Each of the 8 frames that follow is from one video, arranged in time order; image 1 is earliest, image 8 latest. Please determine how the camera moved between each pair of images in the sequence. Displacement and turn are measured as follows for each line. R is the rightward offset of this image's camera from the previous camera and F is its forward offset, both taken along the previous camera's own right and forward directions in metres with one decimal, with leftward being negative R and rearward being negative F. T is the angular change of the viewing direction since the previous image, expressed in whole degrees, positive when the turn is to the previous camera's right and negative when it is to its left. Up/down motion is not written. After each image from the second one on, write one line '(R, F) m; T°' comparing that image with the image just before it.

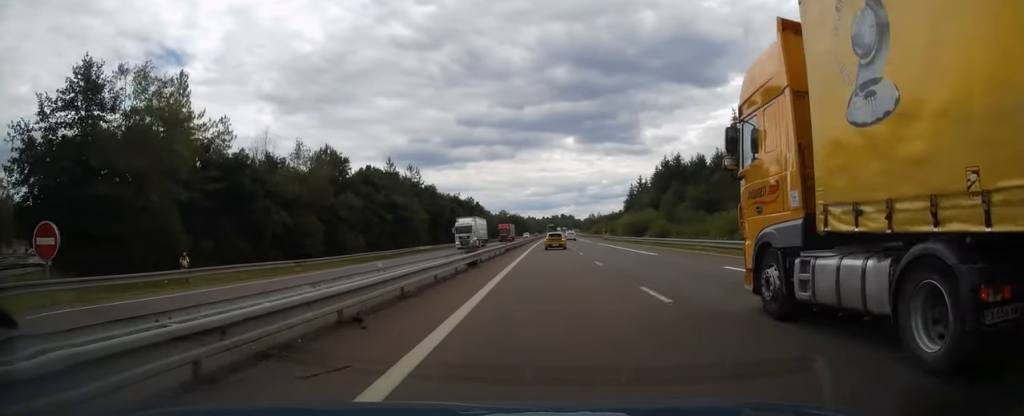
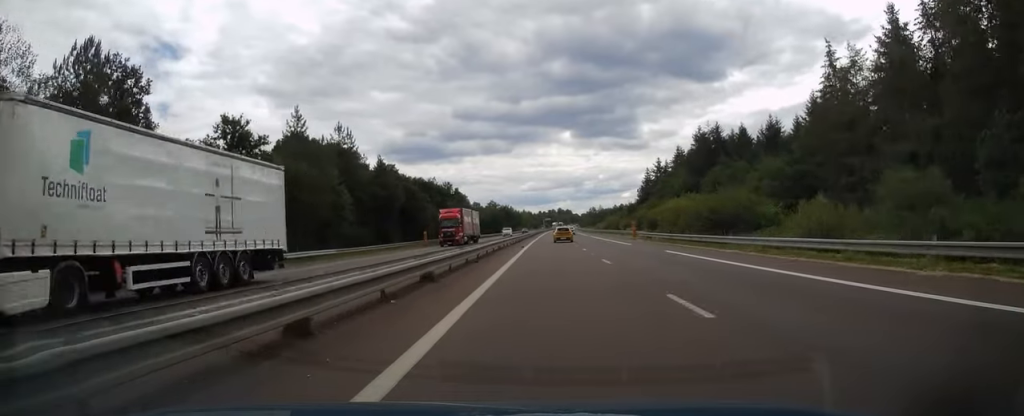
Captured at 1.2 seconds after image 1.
(+0.3, +40.7) m; +1°
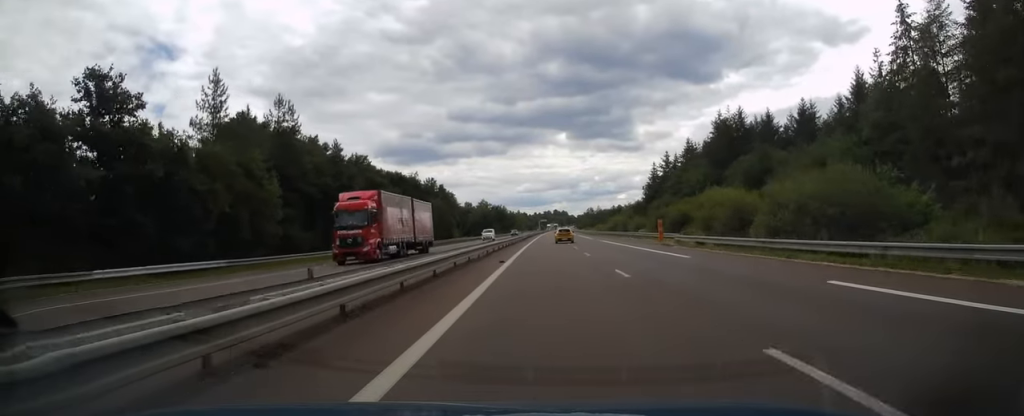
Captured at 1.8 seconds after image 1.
(0.0, +18.3) m; 0°
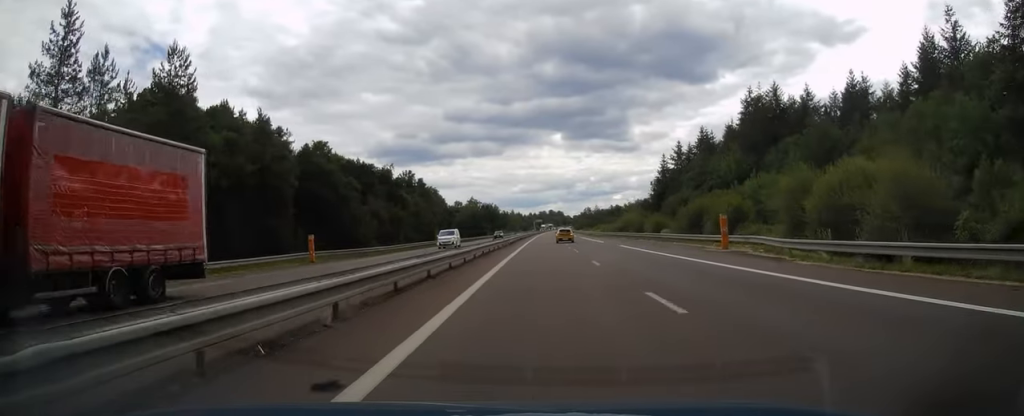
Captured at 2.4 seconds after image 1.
(0.0, +20.0) m; 0°
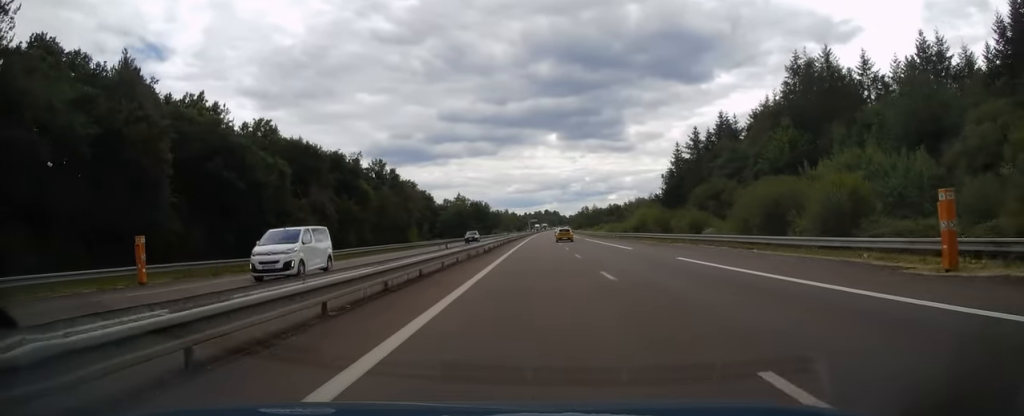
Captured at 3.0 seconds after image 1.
(+0.2, +19.9) m; 0°
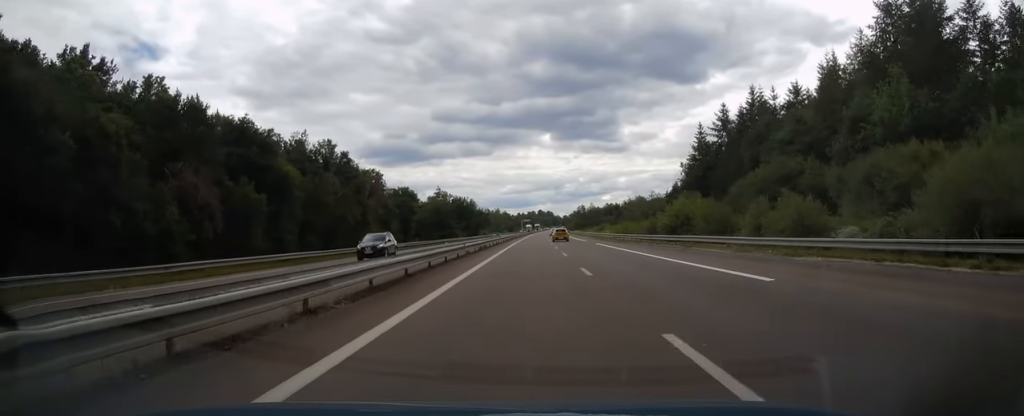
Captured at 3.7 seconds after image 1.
(+0.1, +23.8) m; +1°
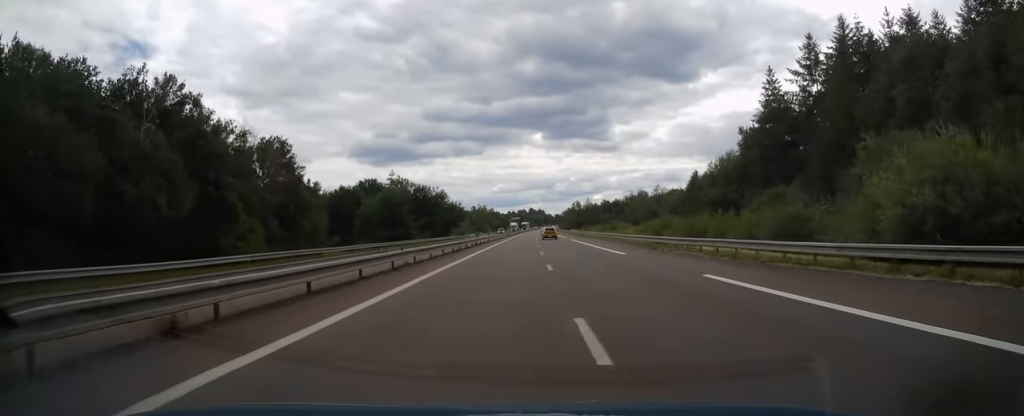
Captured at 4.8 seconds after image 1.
(+0.3, +37.5) m; +1°
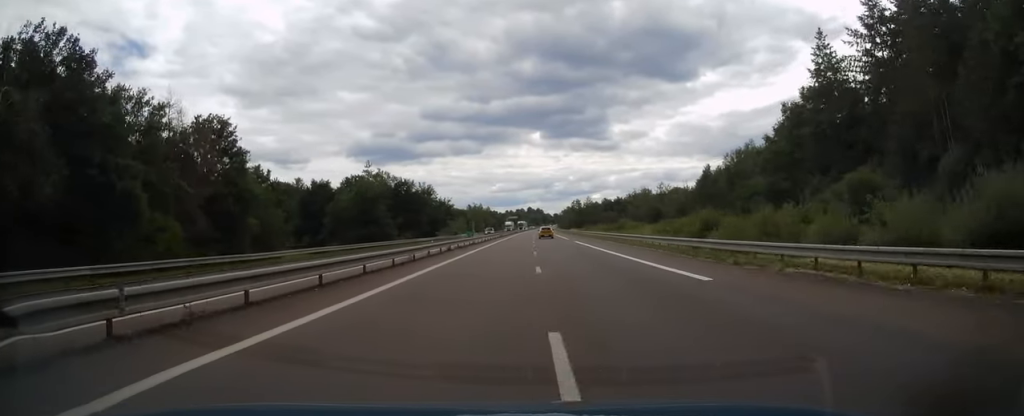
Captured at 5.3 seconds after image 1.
(+0.1, +14.3) m; 0°
